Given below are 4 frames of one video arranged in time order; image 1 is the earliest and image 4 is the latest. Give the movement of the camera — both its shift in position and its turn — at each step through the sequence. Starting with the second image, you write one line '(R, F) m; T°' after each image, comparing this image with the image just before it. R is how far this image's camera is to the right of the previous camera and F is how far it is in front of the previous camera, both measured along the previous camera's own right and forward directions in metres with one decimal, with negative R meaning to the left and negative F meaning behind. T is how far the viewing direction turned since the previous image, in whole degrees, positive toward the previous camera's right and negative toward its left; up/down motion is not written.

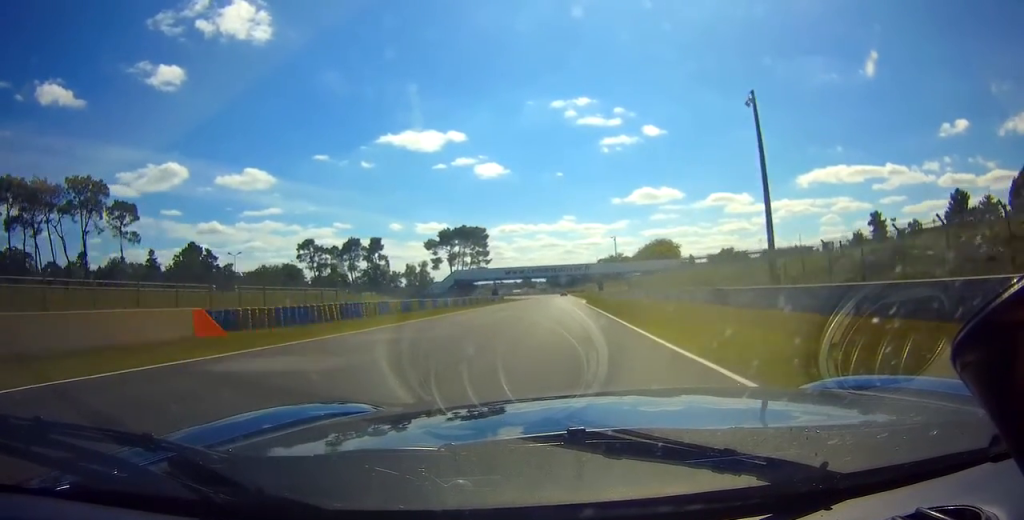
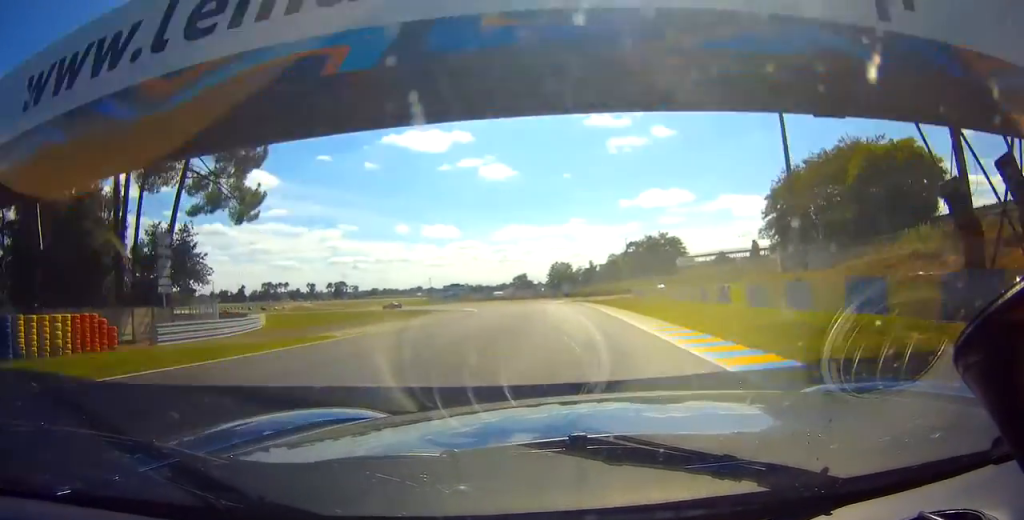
(-0.5, +123.3) m; -3°
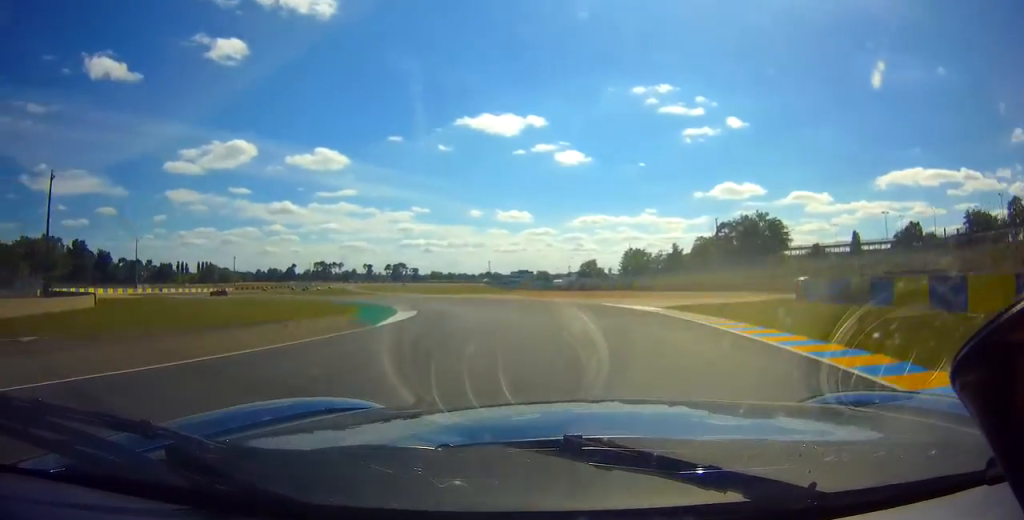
(-3.3, +40.0) m; -16°
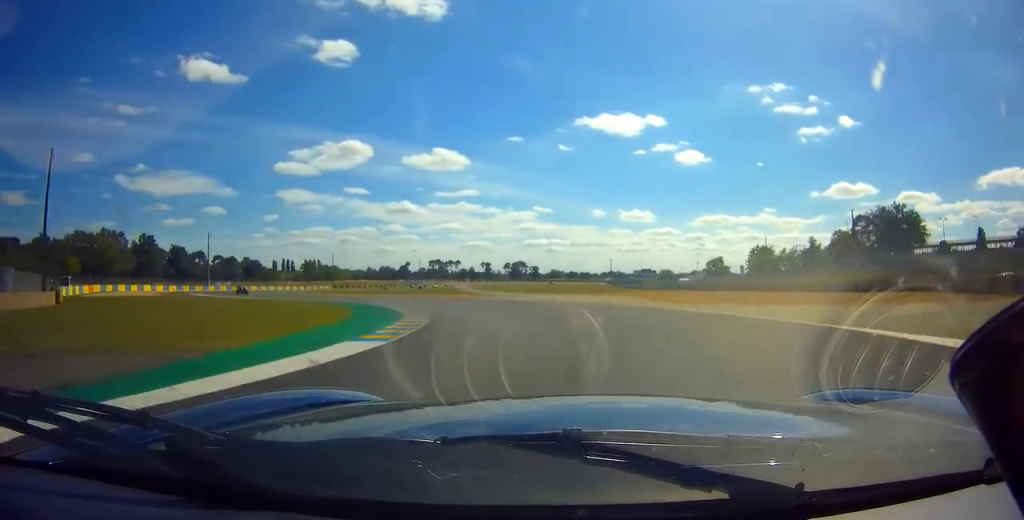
(-2.0, +17.5) m; -14°
